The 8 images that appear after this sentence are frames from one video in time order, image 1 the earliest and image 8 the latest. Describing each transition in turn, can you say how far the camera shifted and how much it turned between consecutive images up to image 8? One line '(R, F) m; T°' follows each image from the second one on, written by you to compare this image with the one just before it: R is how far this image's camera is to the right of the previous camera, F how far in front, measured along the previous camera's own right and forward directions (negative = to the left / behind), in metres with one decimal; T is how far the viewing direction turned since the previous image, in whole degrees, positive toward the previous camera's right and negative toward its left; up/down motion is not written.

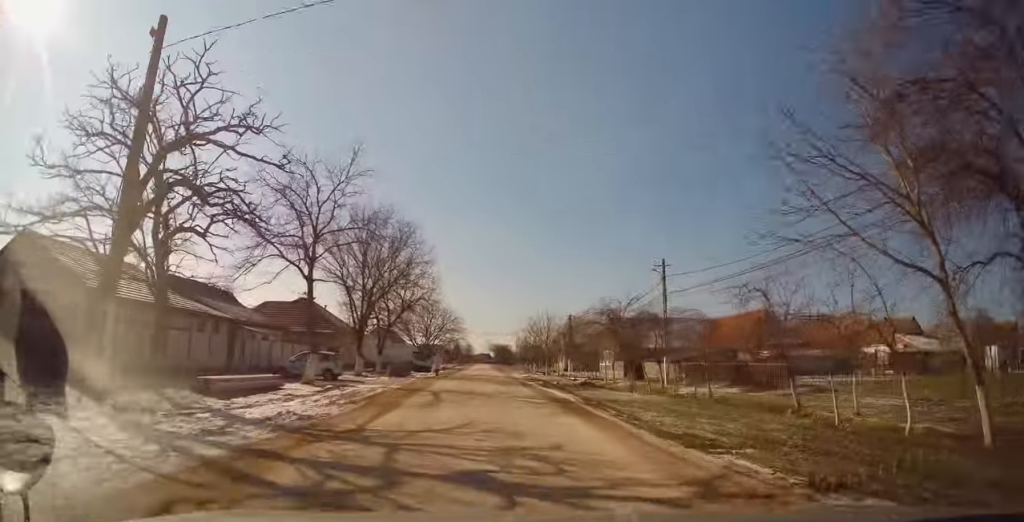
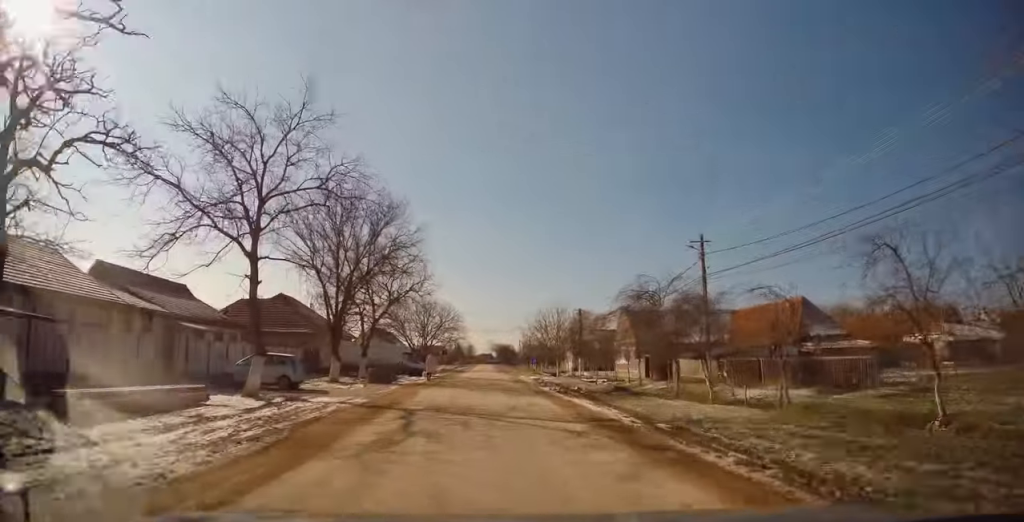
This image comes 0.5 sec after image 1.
(0.0, +6.7) m; 0°
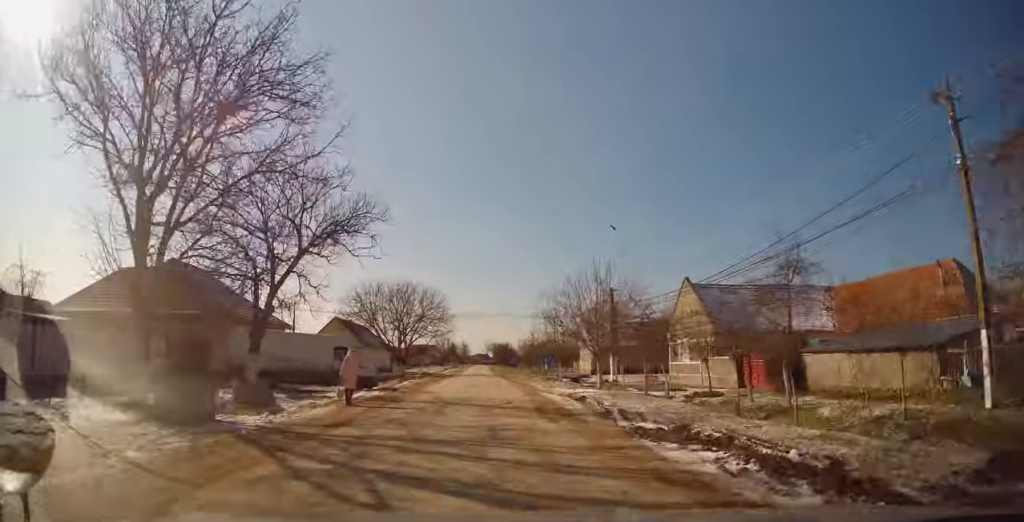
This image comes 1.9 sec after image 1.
(+0.2, +18.5) m; +1°
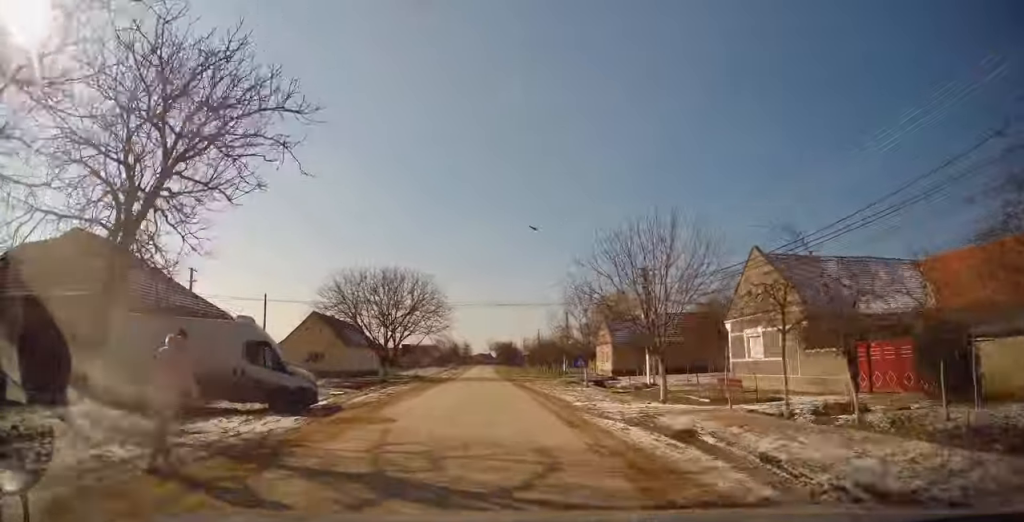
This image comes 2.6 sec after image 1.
(0.0, +9.4) m; 0°
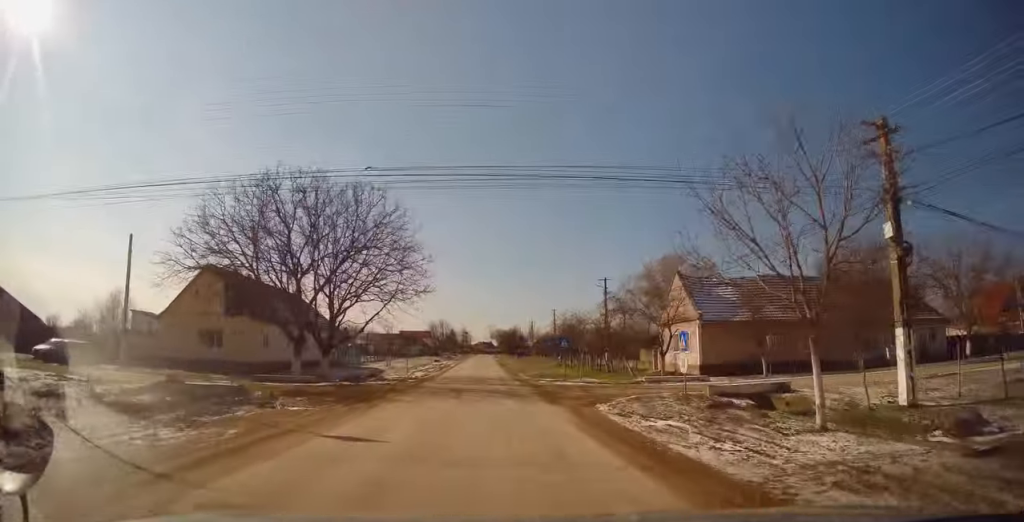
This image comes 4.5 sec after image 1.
(0.0, +23.7) m; 0°
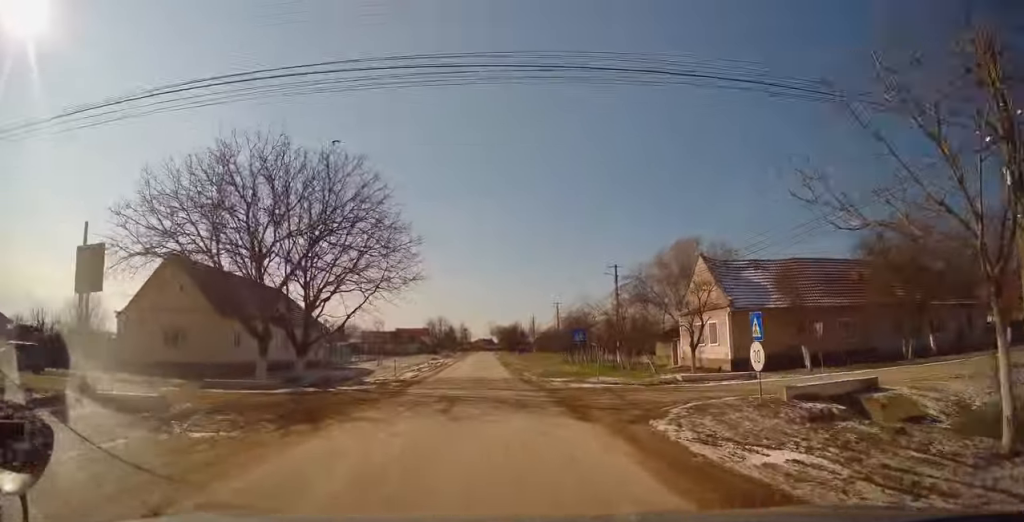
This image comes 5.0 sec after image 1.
(0.0, +5.0) m; -1°
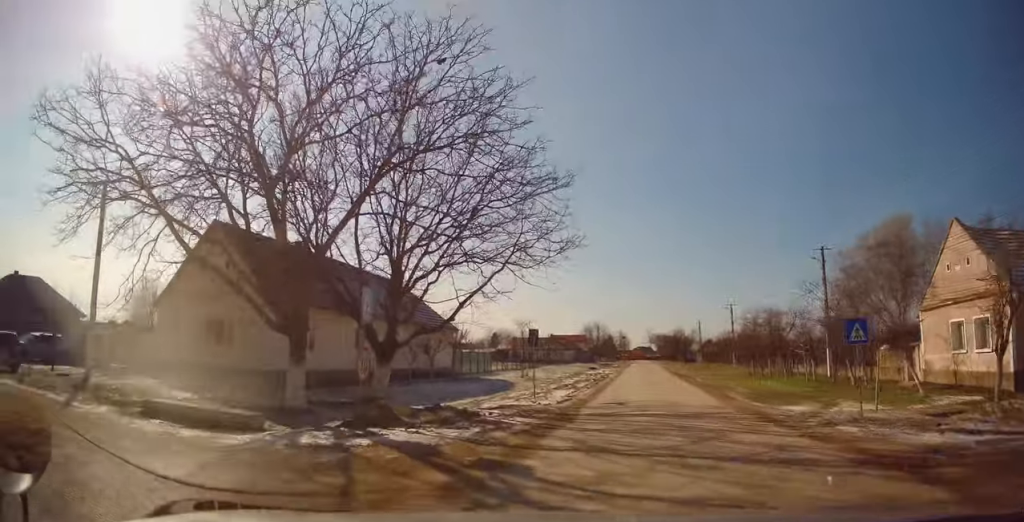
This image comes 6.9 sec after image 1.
(-1.0, +13.1) m; -13°
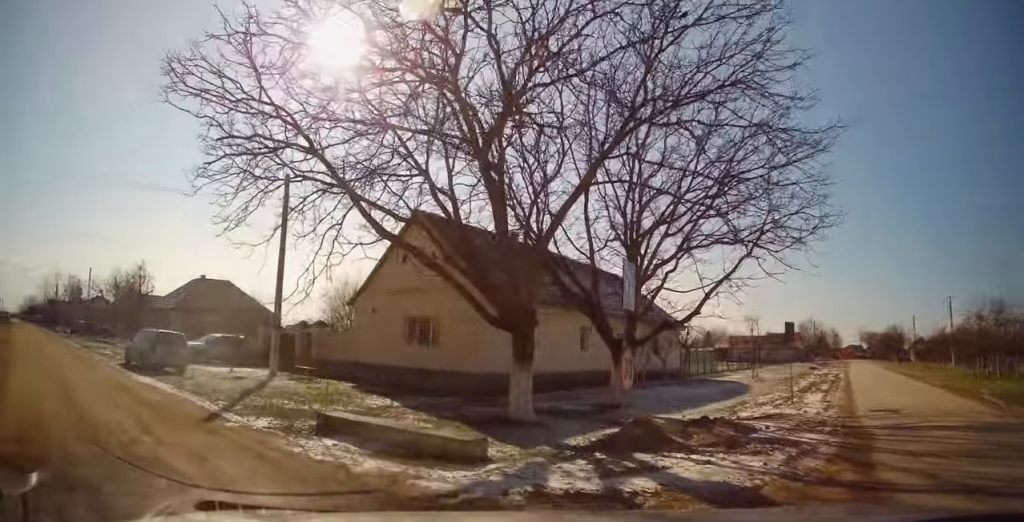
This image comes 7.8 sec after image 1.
(-0.4, +3.5) m; -23°
